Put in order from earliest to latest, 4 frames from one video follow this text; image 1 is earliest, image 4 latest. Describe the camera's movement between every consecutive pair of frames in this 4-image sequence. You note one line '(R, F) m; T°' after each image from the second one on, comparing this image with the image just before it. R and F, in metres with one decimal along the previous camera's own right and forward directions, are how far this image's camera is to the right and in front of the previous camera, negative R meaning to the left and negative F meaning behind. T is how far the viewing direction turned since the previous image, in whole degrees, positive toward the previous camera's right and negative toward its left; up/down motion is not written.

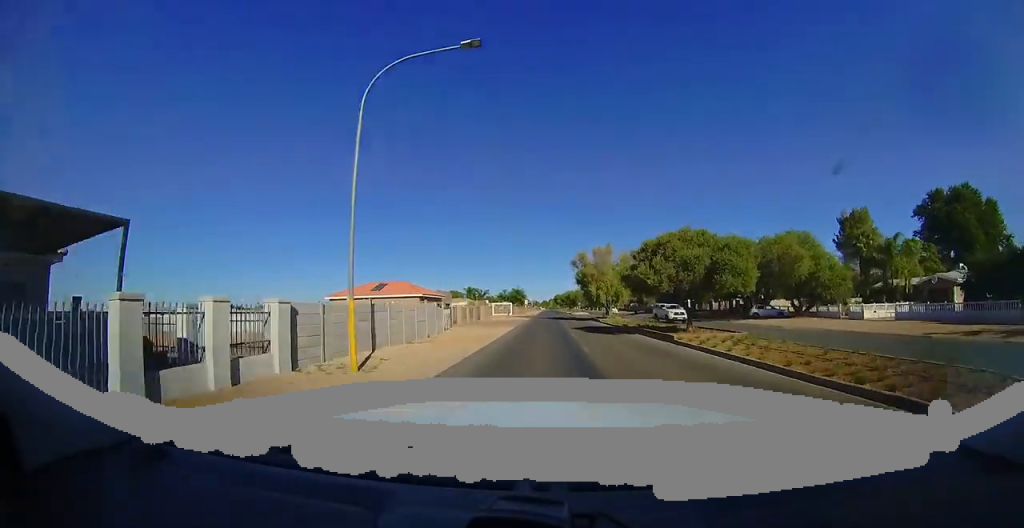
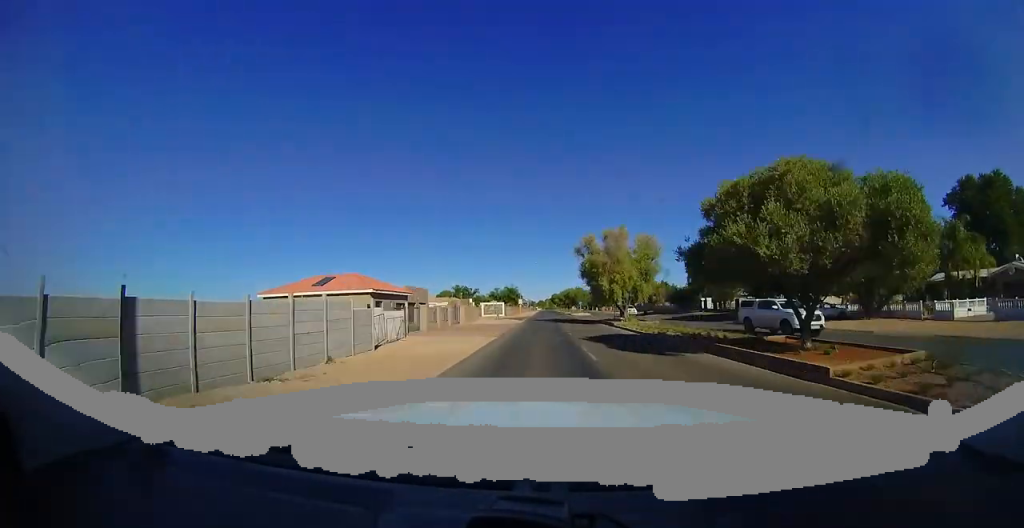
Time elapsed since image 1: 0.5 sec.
(0.0, +8.9) m; +1°
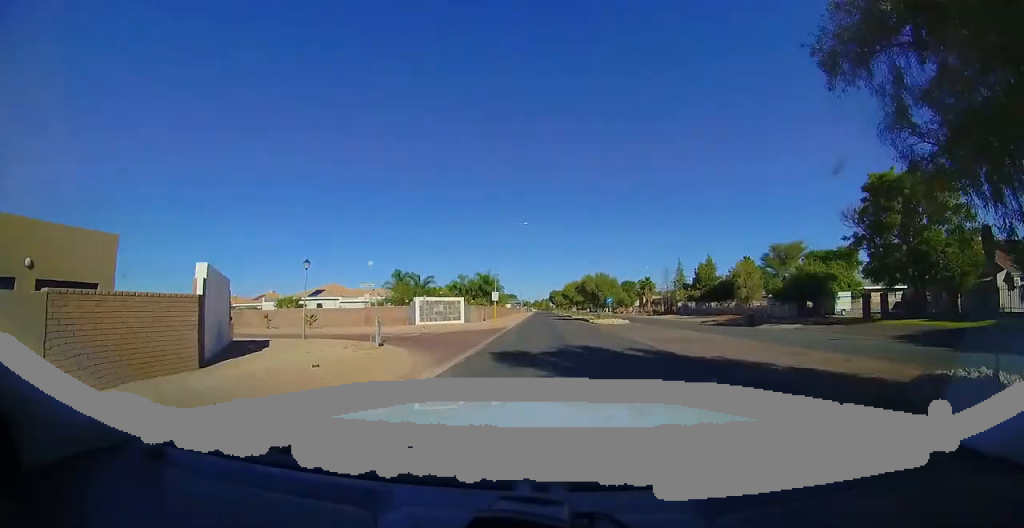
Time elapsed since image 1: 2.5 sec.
(+1.2, +32.3) m; +3°
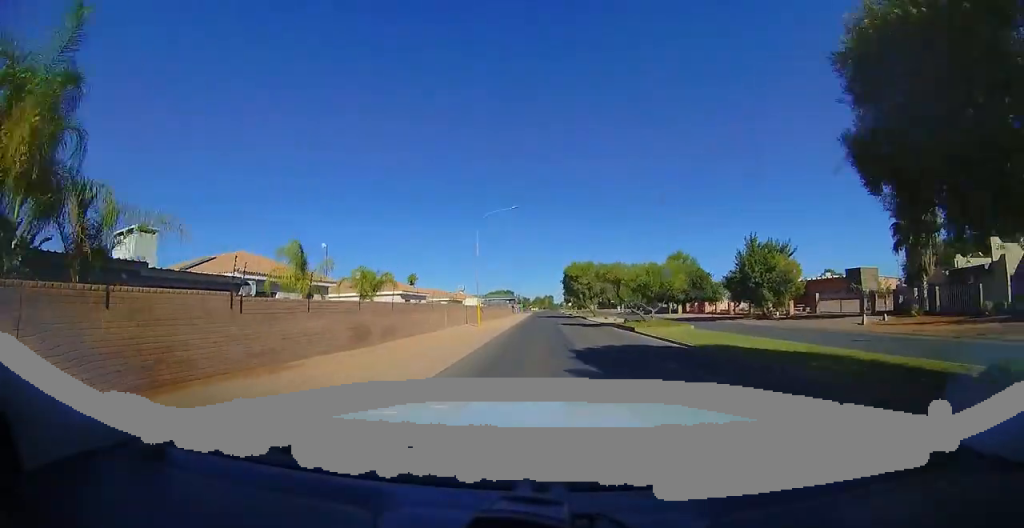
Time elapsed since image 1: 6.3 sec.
(-1.2, +61.5) m; -2°
